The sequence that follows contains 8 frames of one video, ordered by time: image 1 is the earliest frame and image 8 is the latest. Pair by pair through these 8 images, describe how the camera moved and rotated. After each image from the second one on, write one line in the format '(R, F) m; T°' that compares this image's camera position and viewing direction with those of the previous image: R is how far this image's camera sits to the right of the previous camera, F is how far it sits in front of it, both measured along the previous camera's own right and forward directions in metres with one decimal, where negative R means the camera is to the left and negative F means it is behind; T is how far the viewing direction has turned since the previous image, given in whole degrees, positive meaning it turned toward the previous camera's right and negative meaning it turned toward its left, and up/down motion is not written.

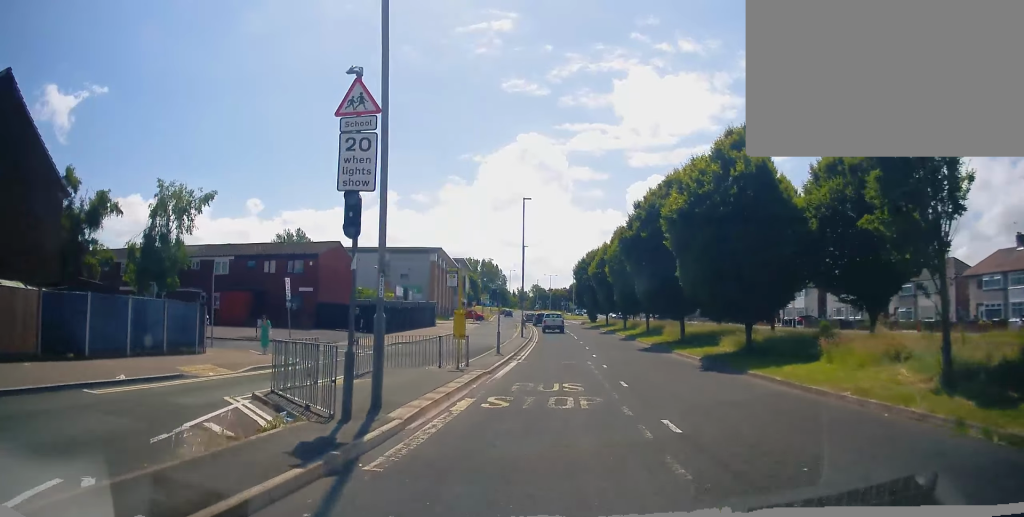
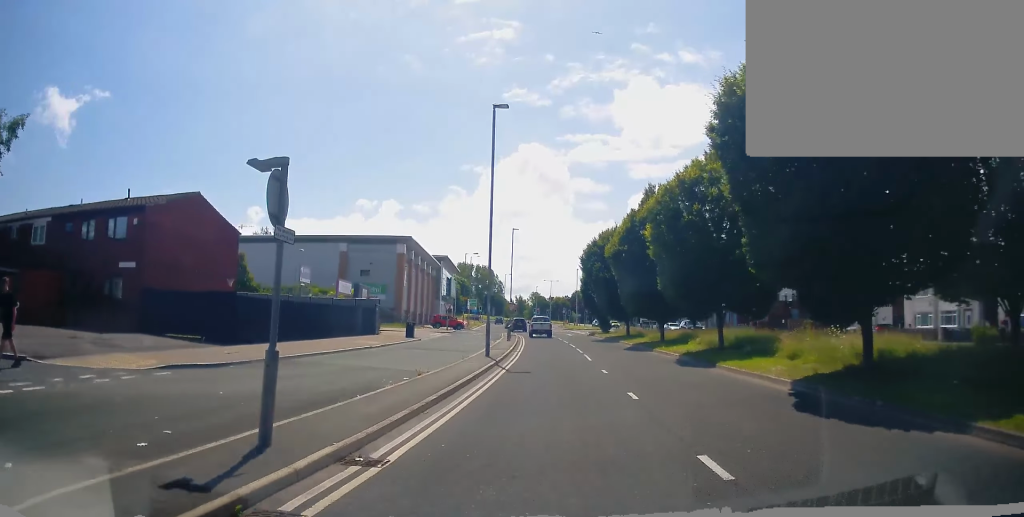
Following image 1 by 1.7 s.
(+0.1, +20.8) m; +1°
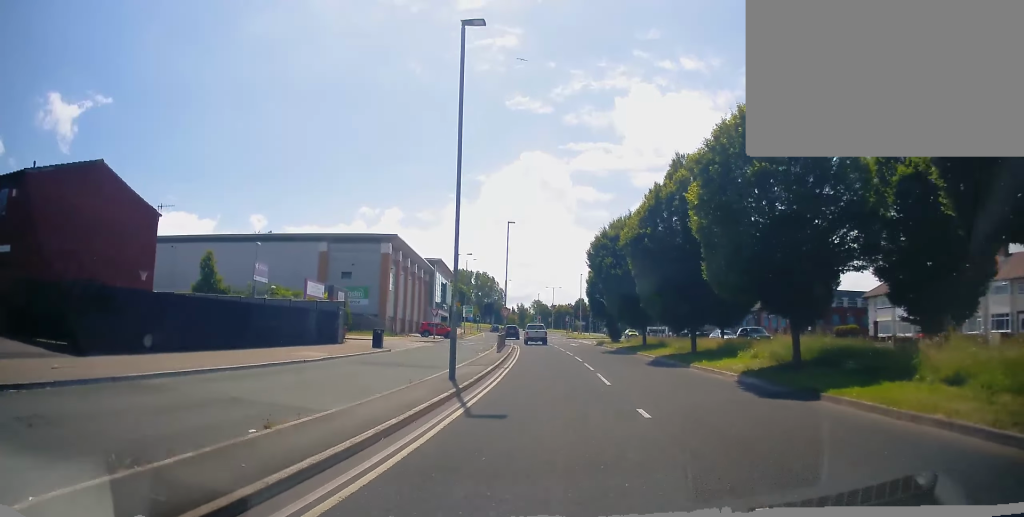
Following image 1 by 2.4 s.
(0.0, +7.8) m; -1°
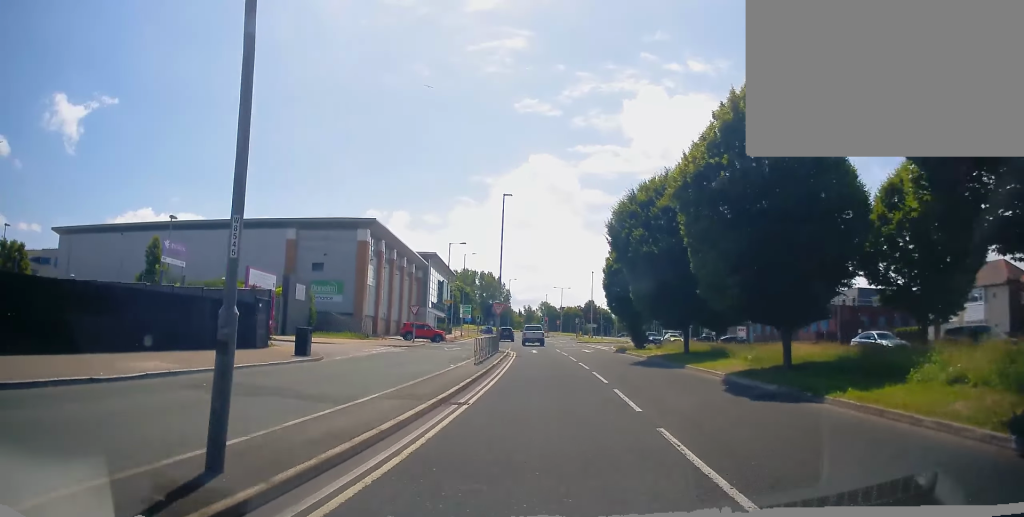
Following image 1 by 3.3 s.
(-0.2, +11.1) m; -2°
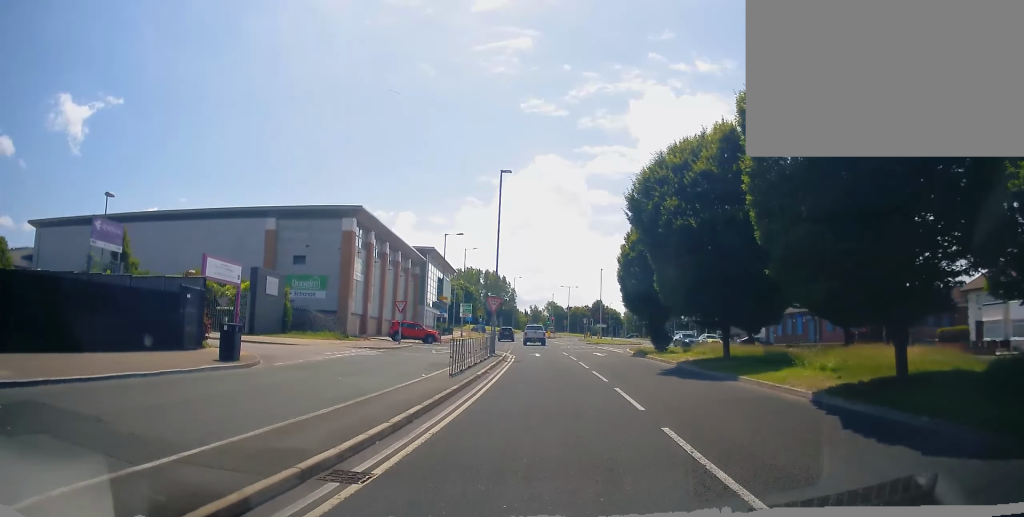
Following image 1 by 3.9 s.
(-0.1, +6.0) m; -1°
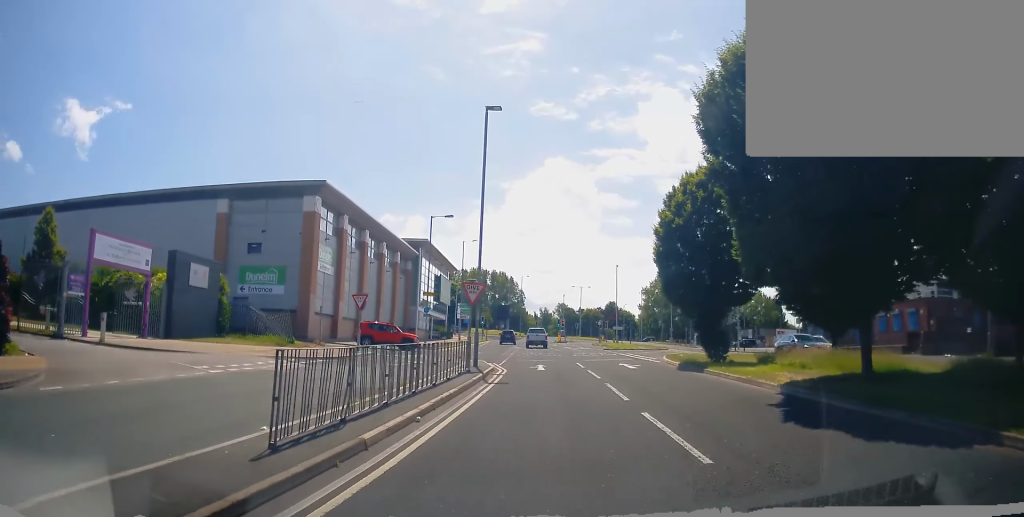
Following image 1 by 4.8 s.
(0.0, +10.3) m; -1°
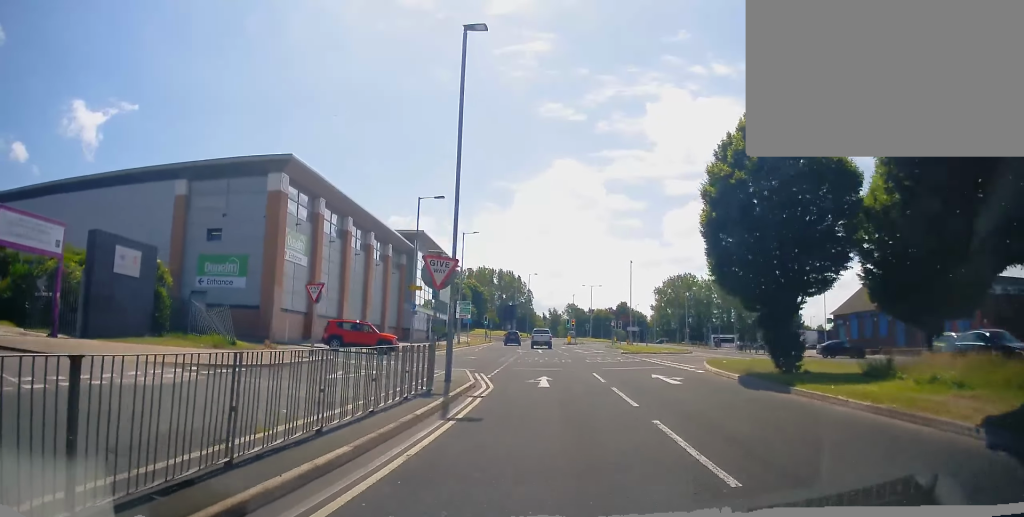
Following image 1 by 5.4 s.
(0.0, +6.9) m; -1°
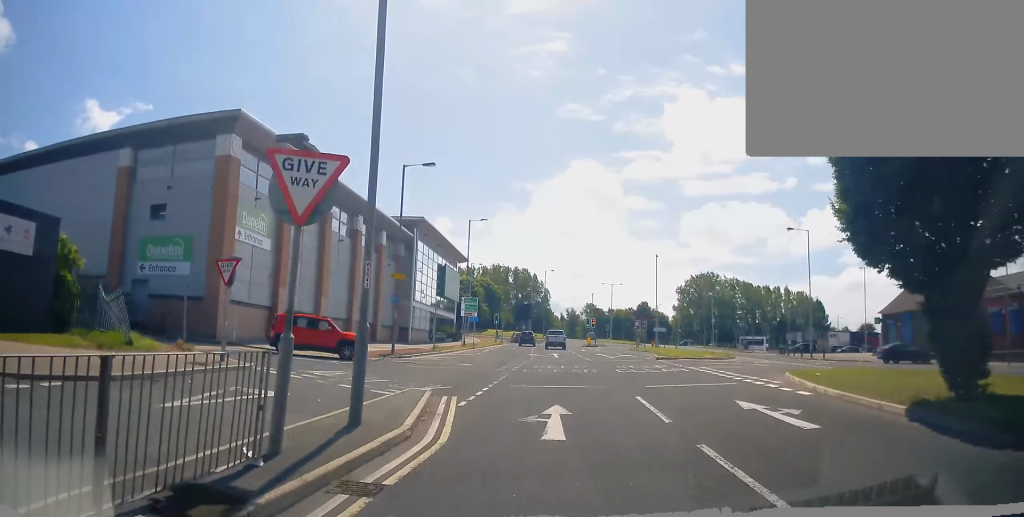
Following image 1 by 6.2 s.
(-0.1, +8.0) m; -2°
